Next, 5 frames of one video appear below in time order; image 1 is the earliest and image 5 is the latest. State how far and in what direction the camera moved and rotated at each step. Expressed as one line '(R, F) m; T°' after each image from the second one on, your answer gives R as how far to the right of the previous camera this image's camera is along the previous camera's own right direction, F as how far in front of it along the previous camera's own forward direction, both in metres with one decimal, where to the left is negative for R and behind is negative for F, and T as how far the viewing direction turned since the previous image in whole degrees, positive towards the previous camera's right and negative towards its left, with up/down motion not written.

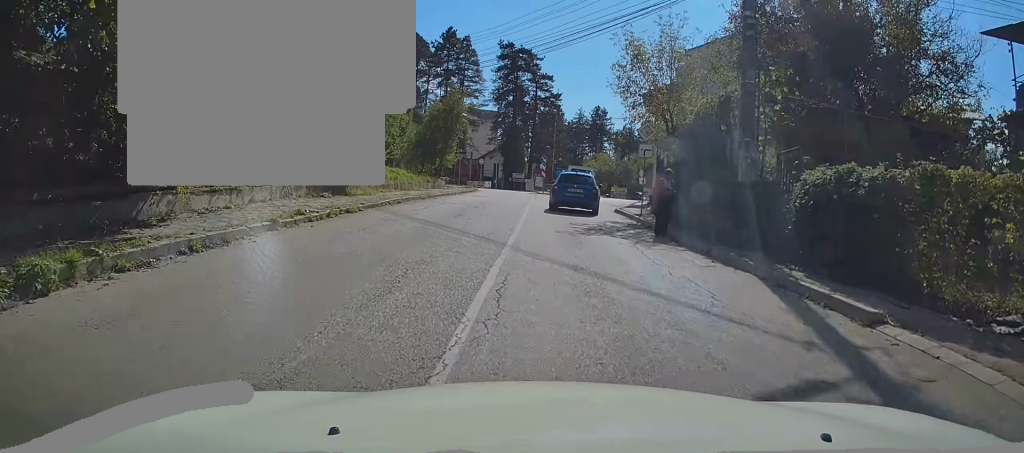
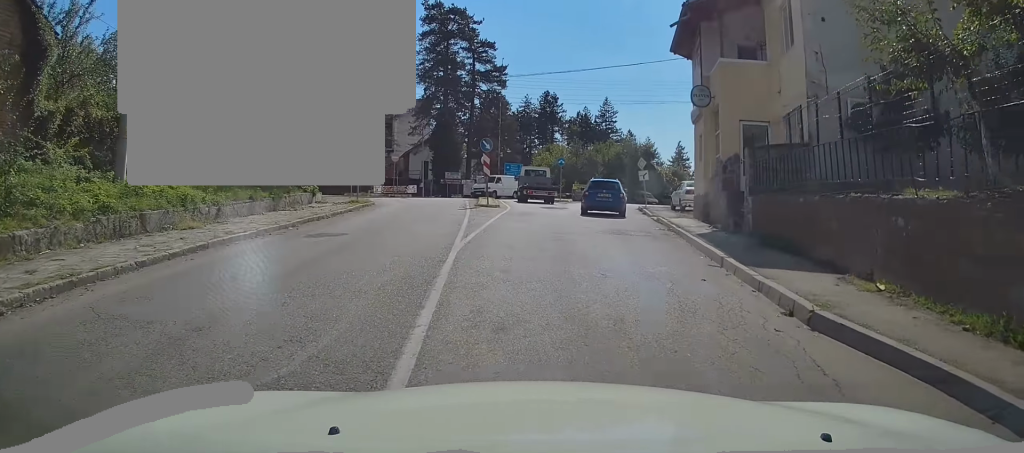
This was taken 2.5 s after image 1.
(+0.4, +21.1) m; +6°
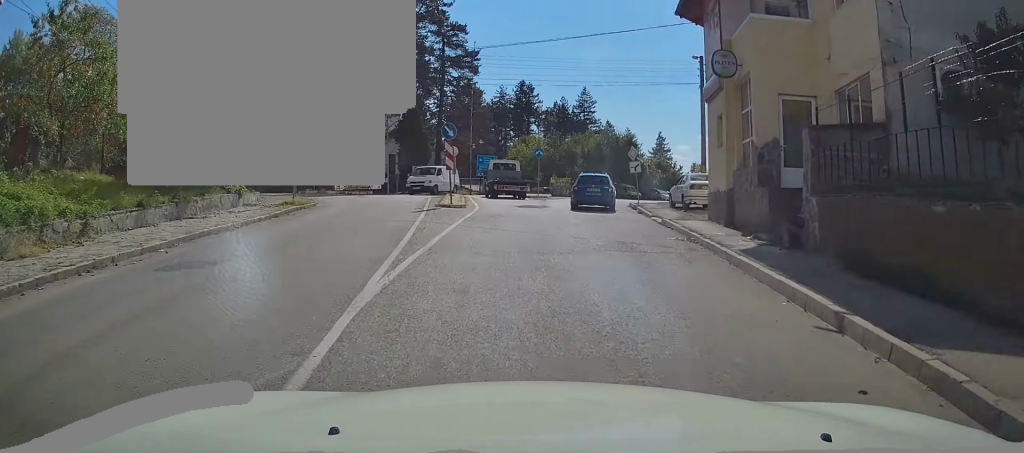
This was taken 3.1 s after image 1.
(+0.2, +4.8) m; +2°
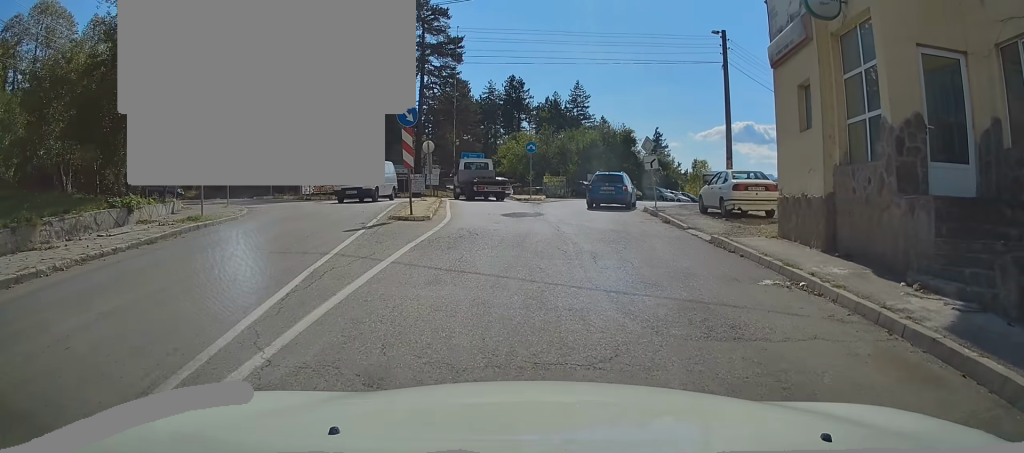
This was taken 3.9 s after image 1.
(+0.1, +6.2) m; +1°
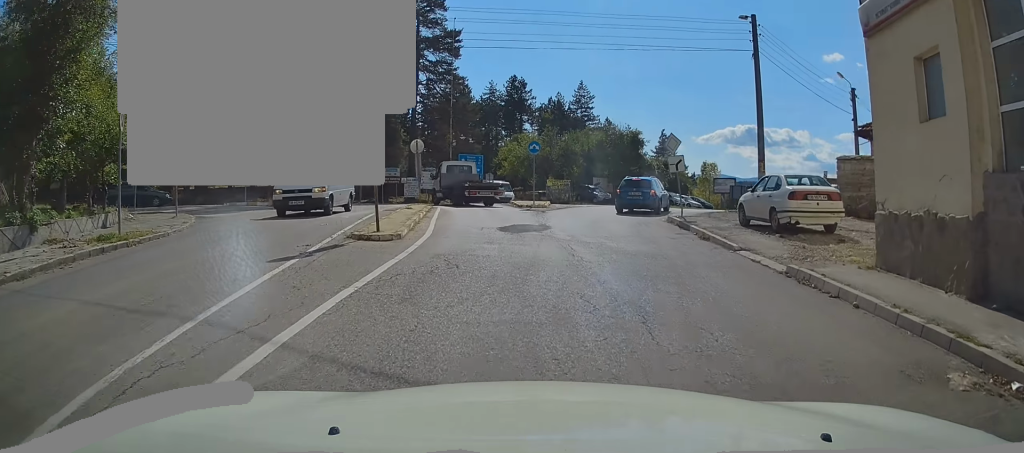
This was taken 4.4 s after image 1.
(0.0, +3.7) m; -1°
